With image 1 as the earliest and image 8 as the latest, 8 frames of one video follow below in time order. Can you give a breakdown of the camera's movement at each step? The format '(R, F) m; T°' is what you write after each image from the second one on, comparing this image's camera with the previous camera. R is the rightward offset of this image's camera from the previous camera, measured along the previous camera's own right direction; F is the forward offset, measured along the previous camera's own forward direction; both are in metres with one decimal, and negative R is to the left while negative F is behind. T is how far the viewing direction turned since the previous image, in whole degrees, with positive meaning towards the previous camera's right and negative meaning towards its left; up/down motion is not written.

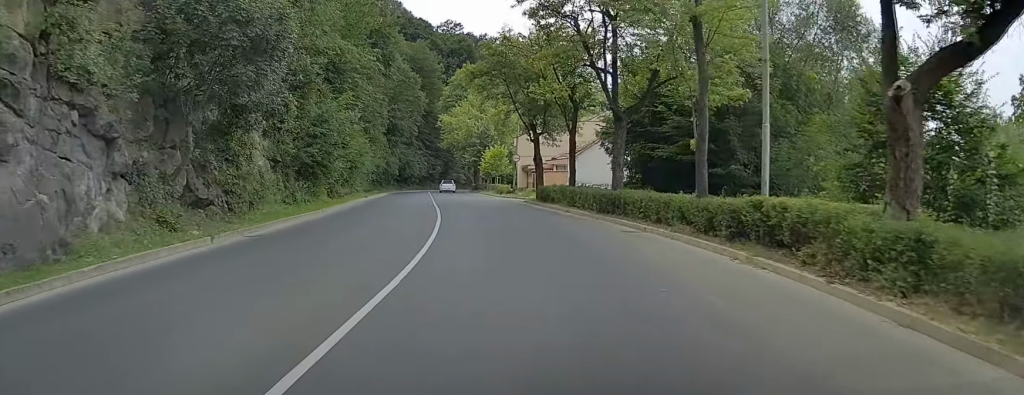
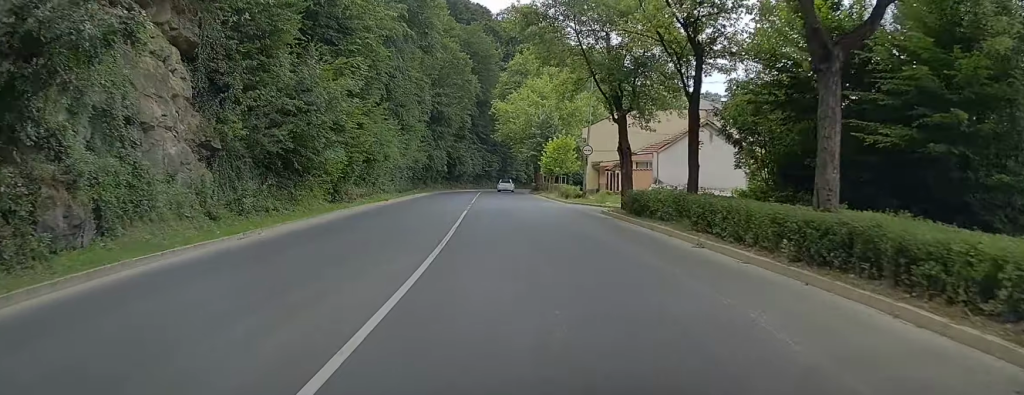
(-0.8, +13.7) m; -5°
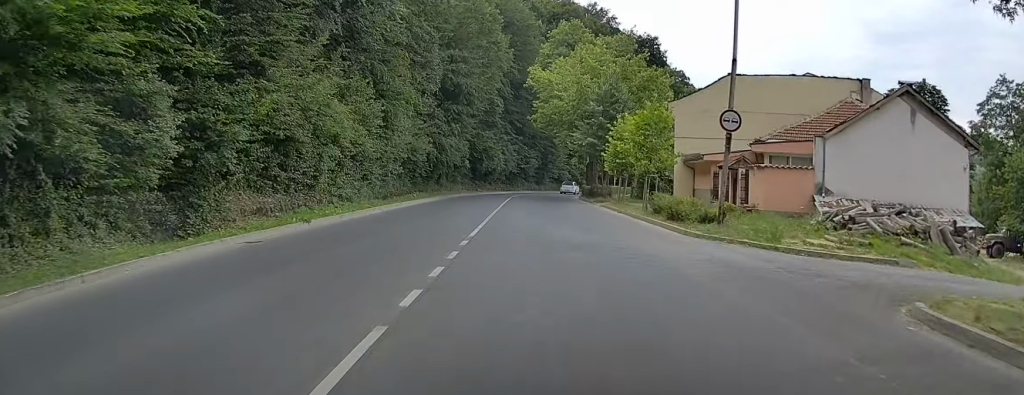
(-0.4, +21.7) m; -1°
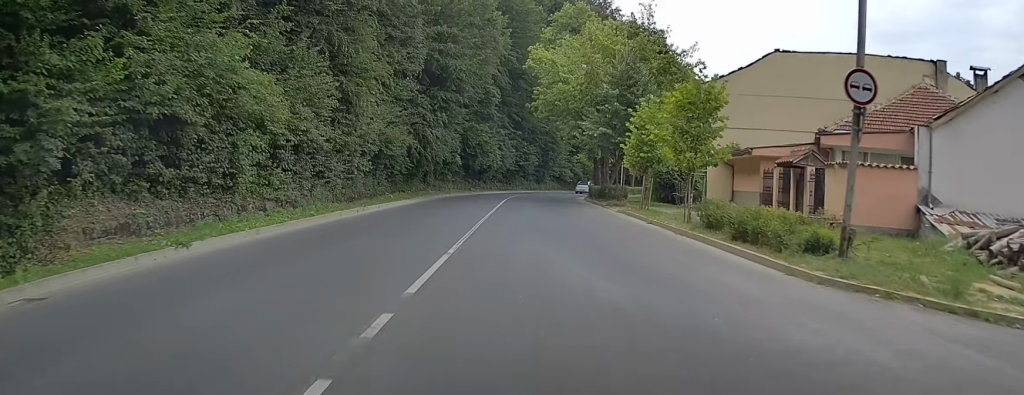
(-0.1, +7.5) m; 0°
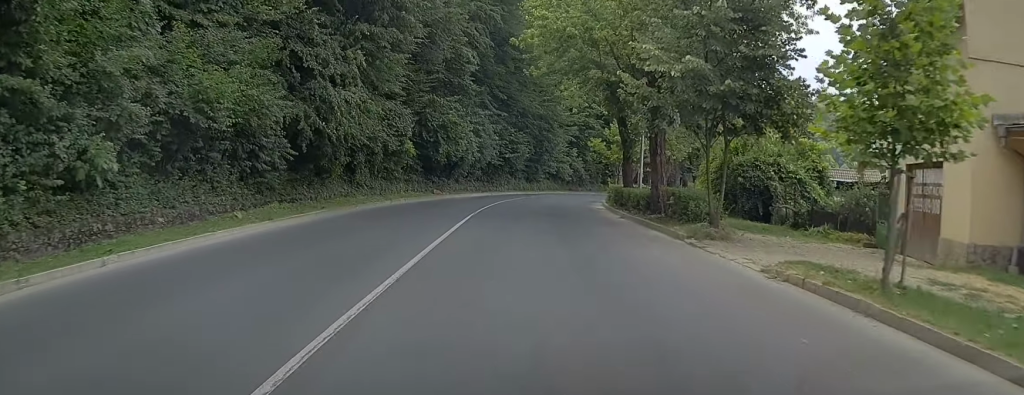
(0.0, +19.7) m; +1°
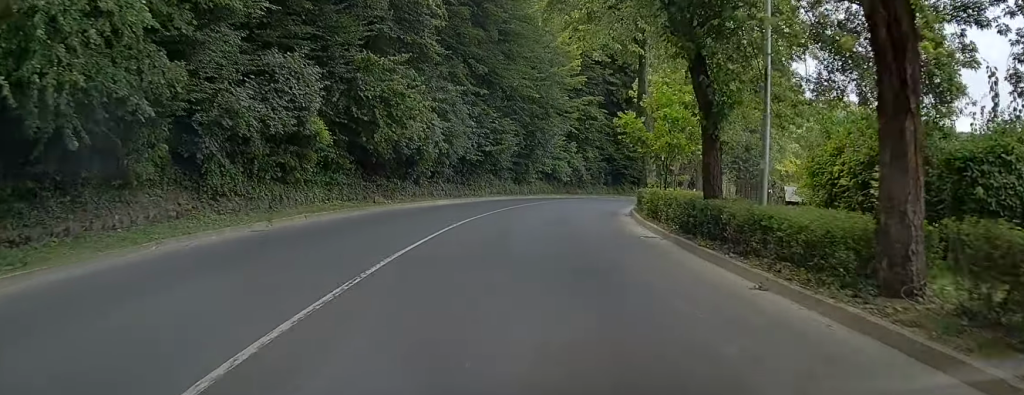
(+0.1, +15.3) m; +2°
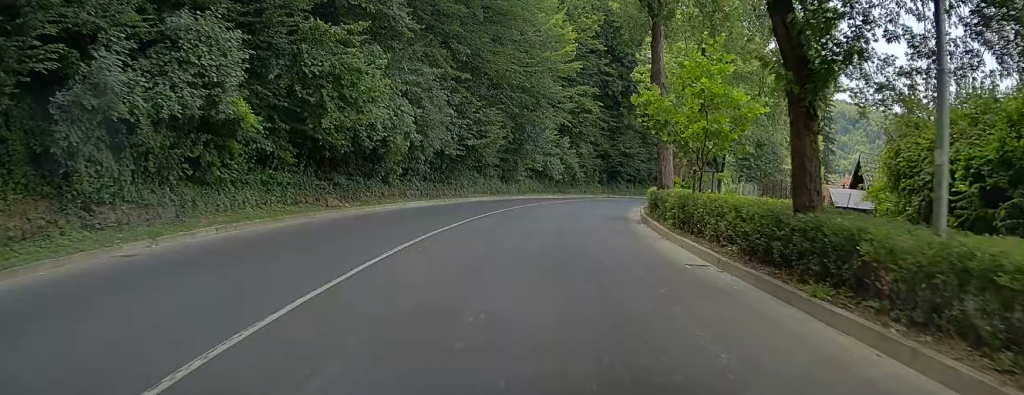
(+0.1, +5.9) m; +1°
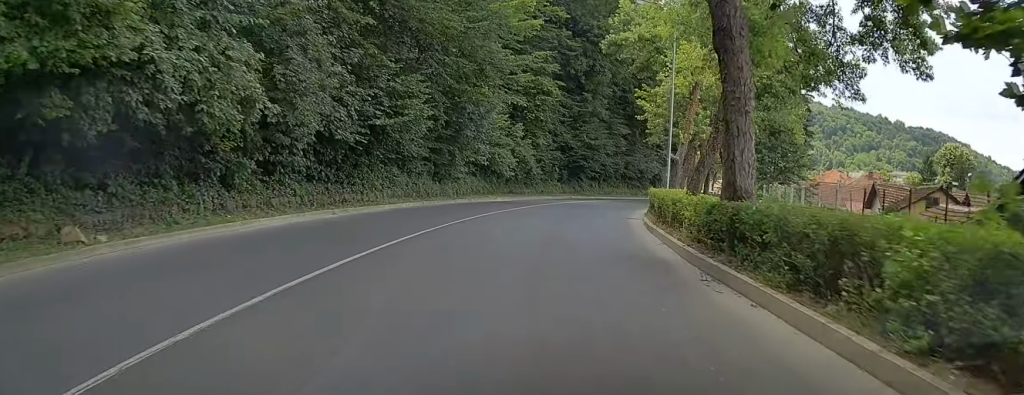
(+0.3, +13.5) m; +3°
